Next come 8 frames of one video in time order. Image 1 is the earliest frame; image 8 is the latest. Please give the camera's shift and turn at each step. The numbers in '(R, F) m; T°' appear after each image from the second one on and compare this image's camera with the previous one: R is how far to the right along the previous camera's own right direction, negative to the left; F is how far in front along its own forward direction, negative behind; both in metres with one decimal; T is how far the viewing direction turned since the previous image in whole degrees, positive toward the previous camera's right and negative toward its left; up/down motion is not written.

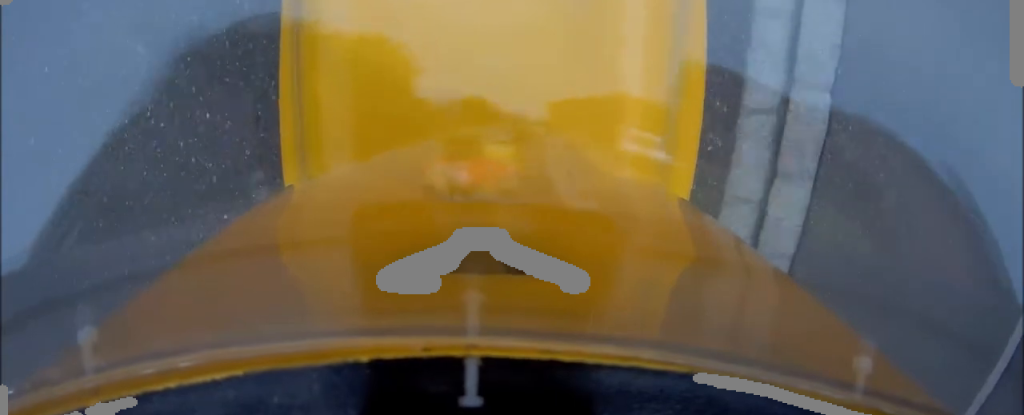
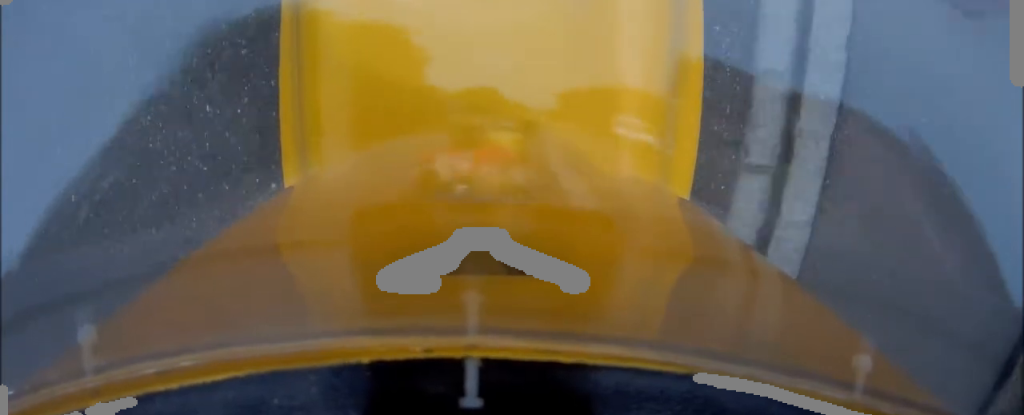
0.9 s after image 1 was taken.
(+0.1, +4.7) m; -2°
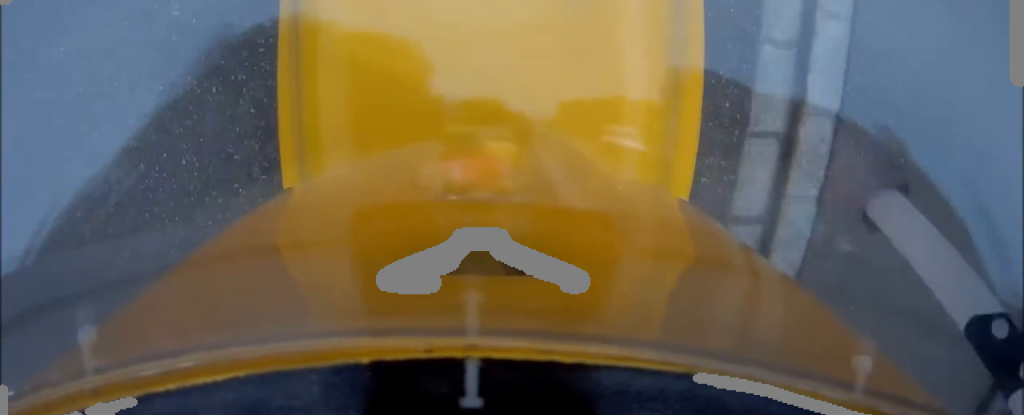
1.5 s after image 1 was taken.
(-0.2, +3.2) m; -3°
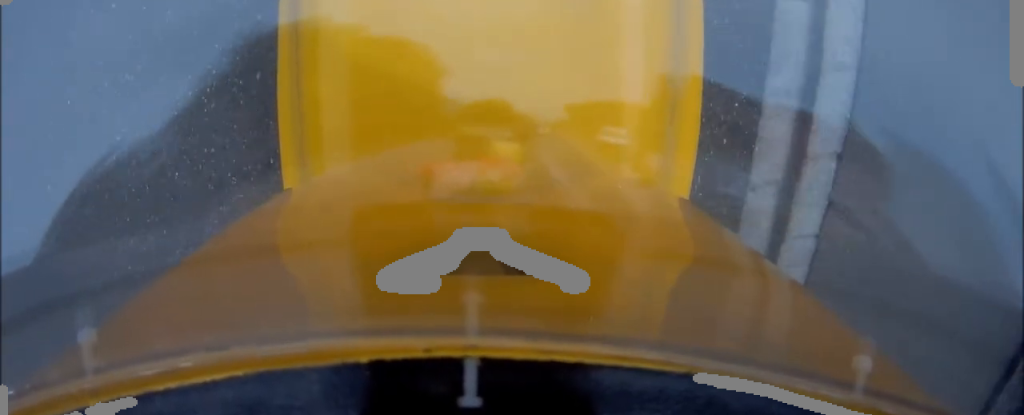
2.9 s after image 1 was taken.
(0.0, +7.3) m; 0°
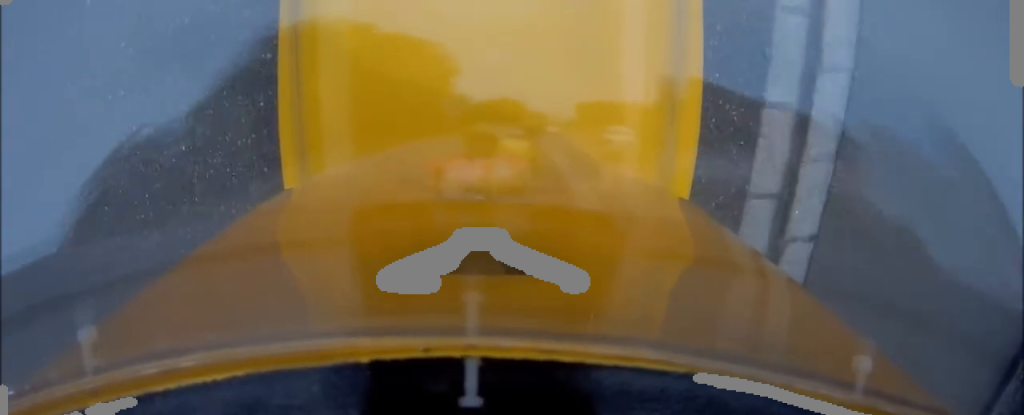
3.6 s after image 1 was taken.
(0.0, +4.1) m; 0°
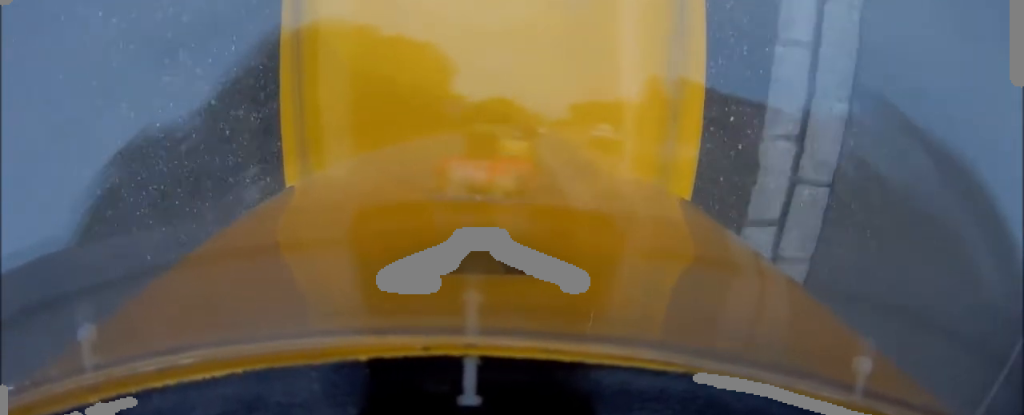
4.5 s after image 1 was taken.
(0.0, +4.8) m; +4°
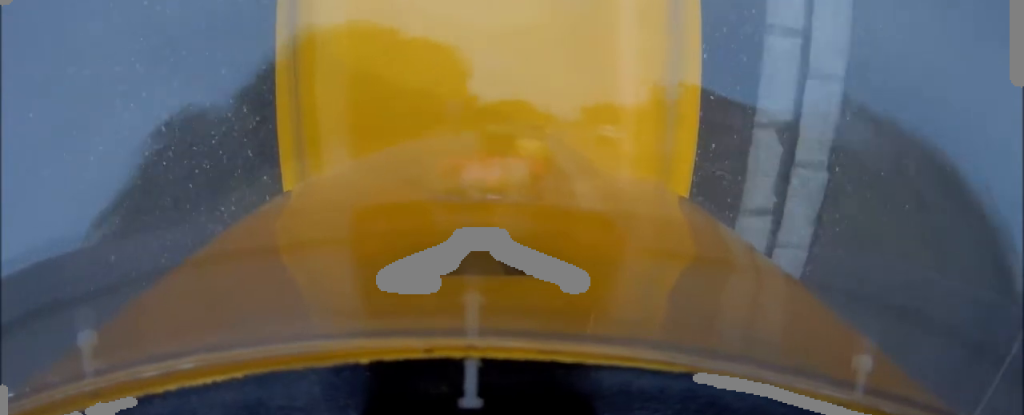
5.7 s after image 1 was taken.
(+0.3, +6.4) m; 0°
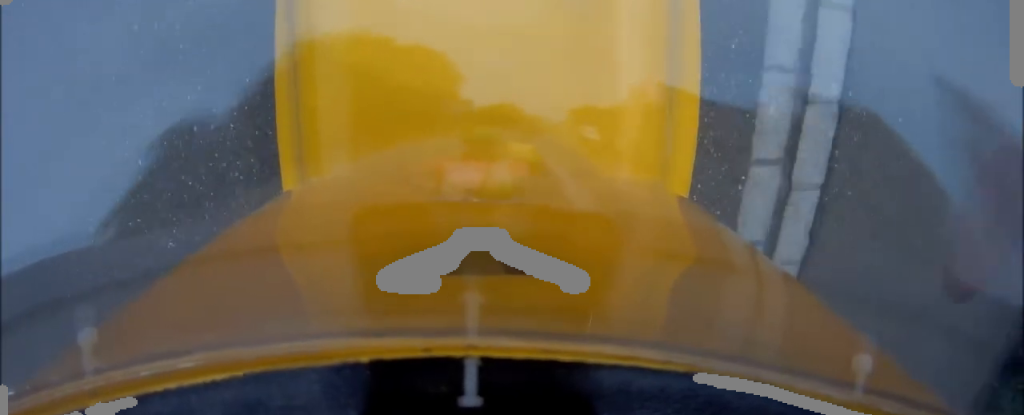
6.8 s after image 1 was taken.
(-0.3, +5.9) m; -3°
